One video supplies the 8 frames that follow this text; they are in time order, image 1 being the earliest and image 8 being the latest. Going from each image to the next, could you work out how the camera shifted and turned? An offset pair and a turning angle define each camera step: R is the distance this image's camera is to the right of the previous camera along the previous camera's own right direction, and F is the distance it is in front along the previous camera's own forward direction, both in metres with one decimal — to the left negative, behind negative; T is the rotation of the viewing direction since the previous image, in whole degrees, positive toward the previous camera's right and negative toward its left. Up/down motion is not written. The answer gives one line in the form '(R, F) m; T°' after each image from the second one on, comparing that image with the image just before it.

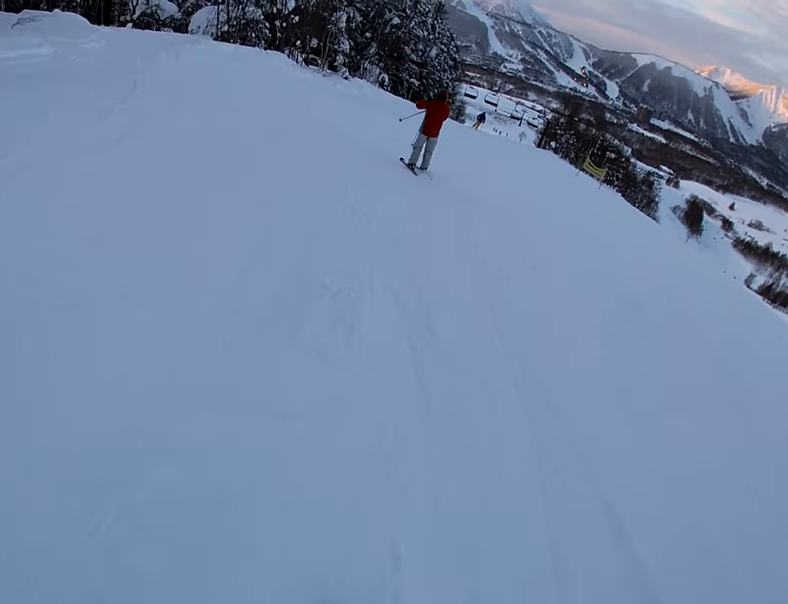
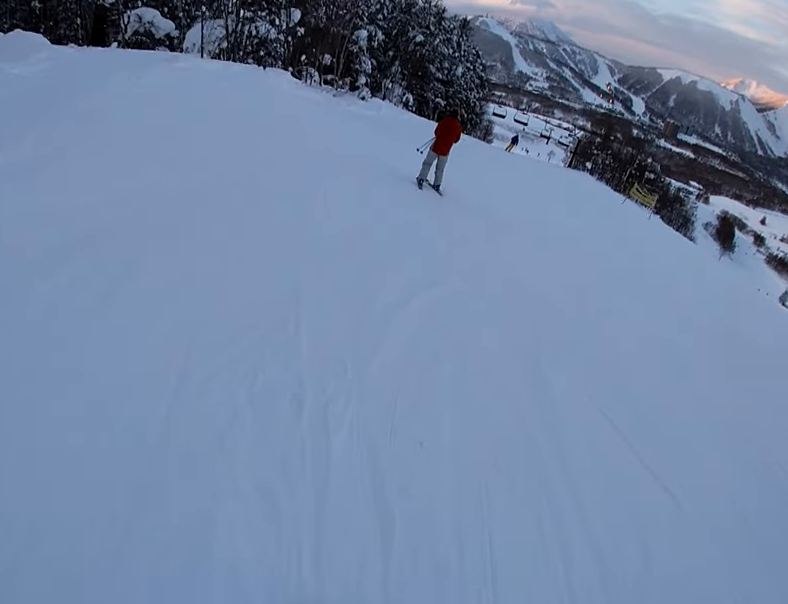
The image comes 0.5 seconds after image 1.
(0.0, +3.4) m; 0°
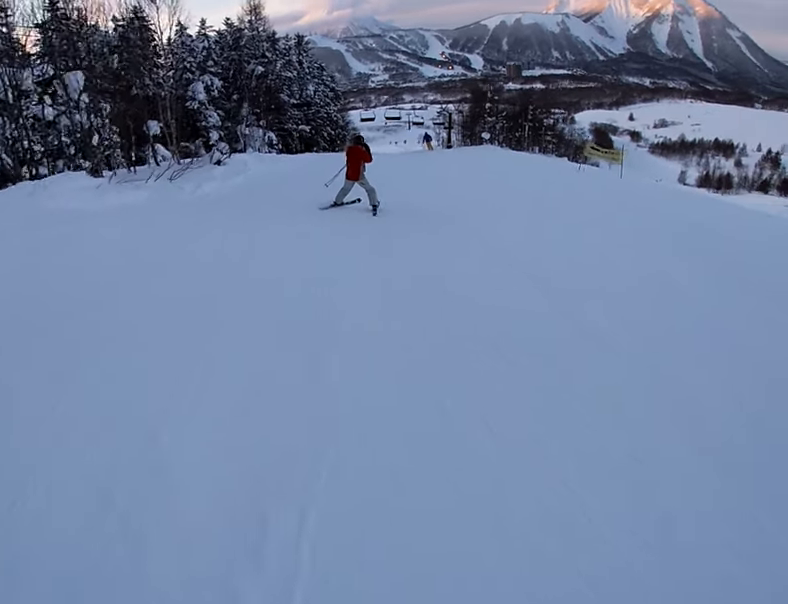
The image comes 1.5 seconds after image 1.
(0.0, +7.7) m; +6°
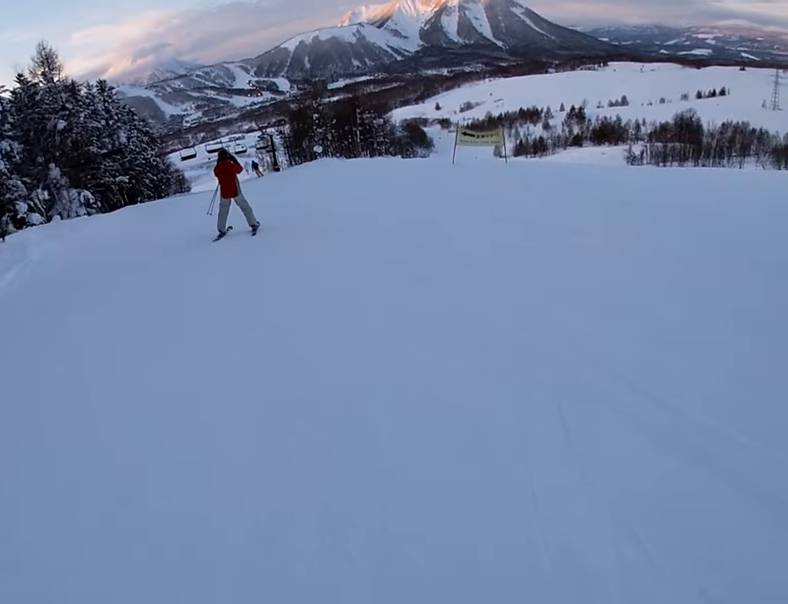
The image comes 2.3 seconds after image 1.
(+0.5, +5.1) m; +6°
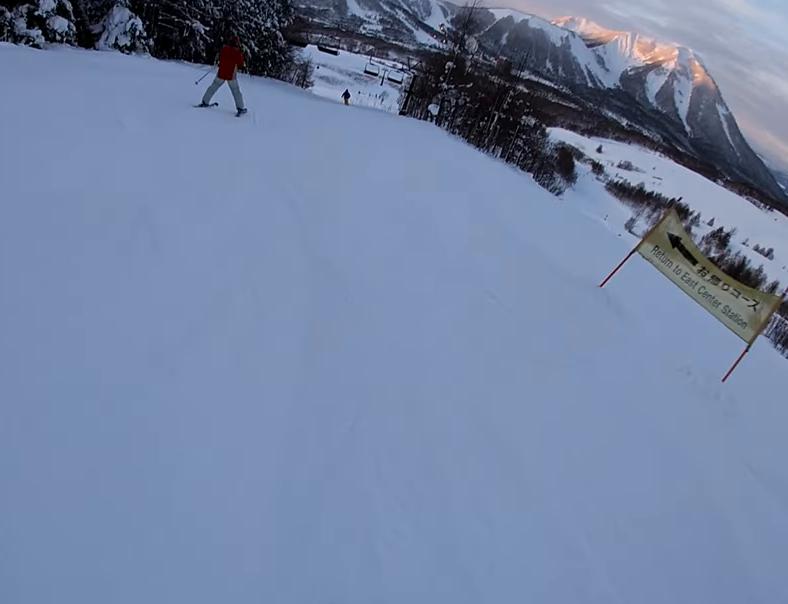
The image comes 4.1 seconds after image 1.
(+0.8, +12.1) m; -3°
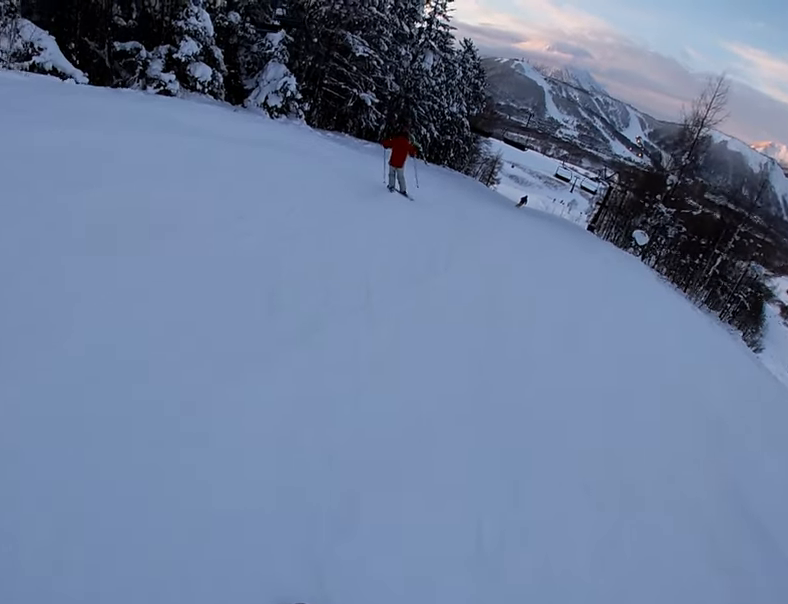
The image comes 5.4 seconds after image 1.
(-1.4, +7.4) m; -21°
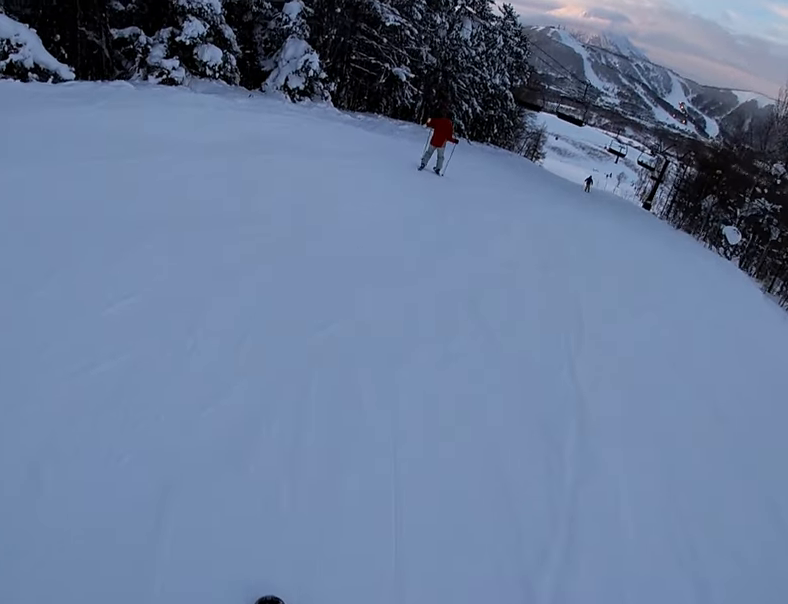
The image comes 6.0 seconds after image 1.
(-0.3, +3.9) m; -2°
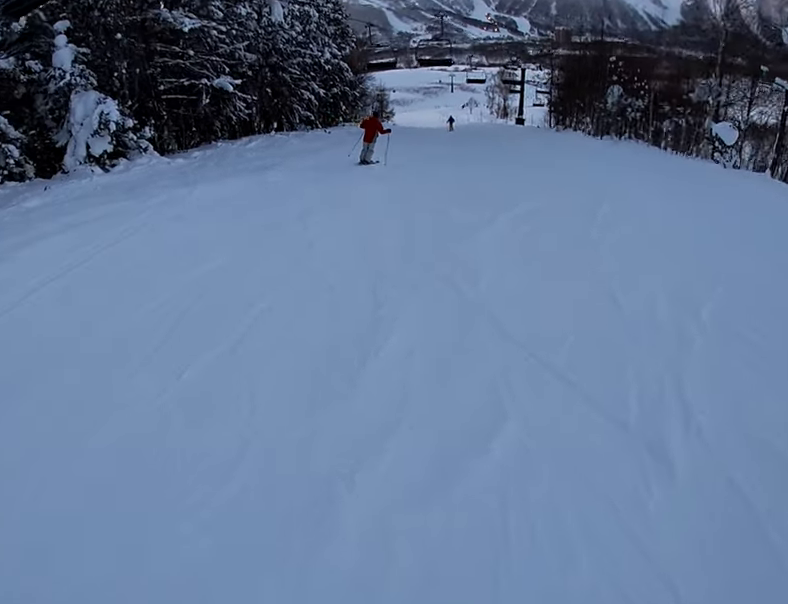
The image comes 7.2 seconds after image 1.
(+0.6, +7.5) m; +19°
